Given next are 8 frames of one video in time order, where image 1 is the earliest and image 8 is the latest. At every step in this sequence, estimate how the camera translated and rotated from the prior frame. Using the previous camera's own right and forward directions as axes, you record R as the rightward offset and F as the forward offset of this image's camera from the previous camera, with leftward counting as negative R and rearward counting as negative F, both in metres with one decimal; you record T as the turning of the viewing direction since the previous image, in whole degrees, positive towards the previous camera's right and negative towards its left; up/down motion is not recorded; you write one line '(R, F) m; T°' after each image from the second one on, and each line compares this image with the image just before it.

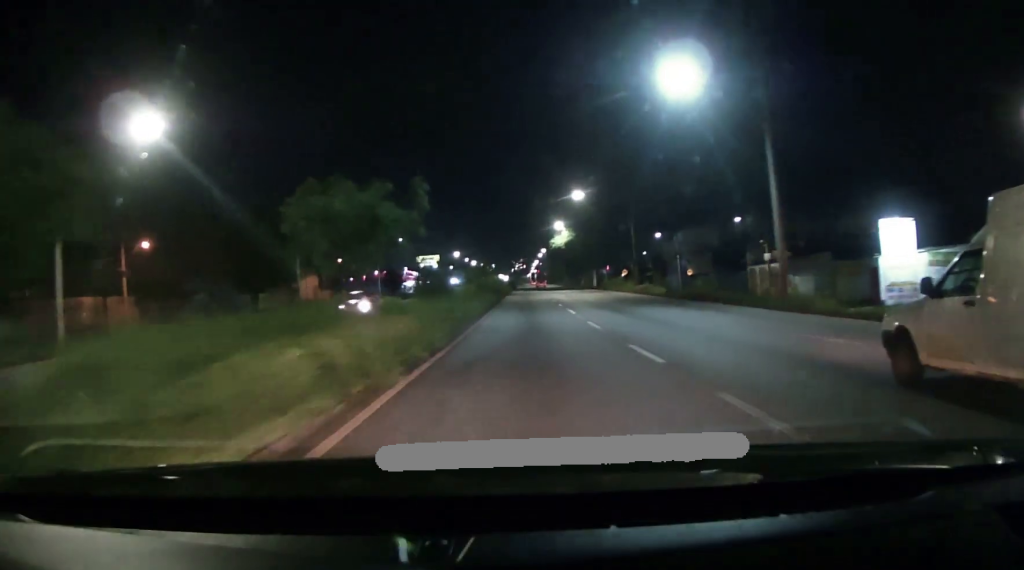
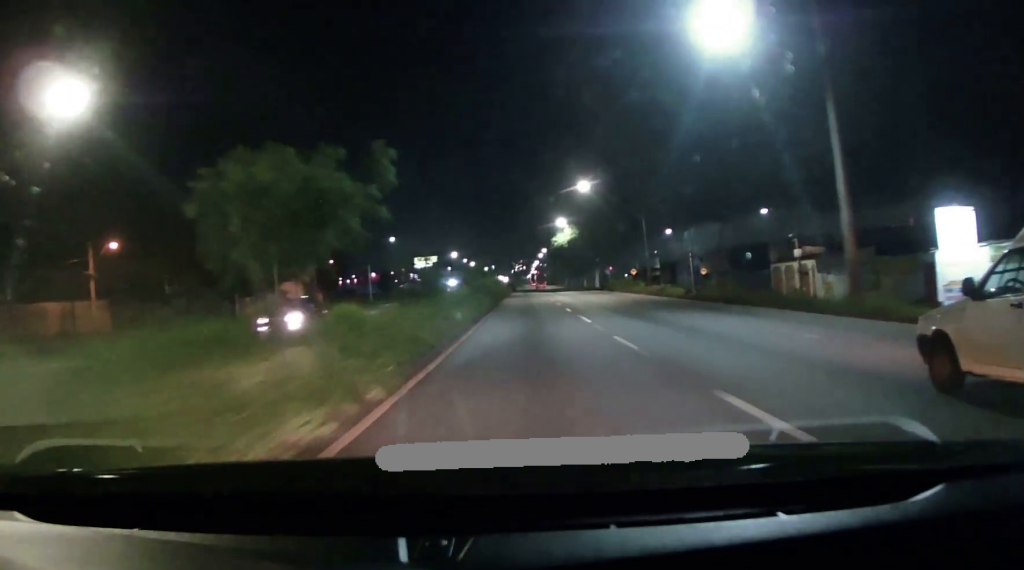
(-0.2, +6.0) m; -1°
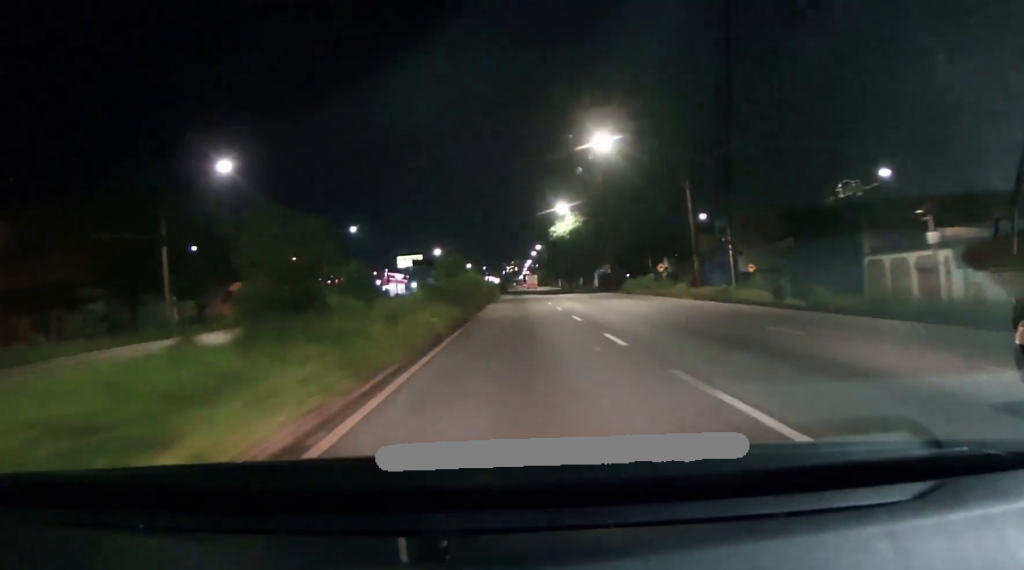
(-0.4, +17.2) m; 0°
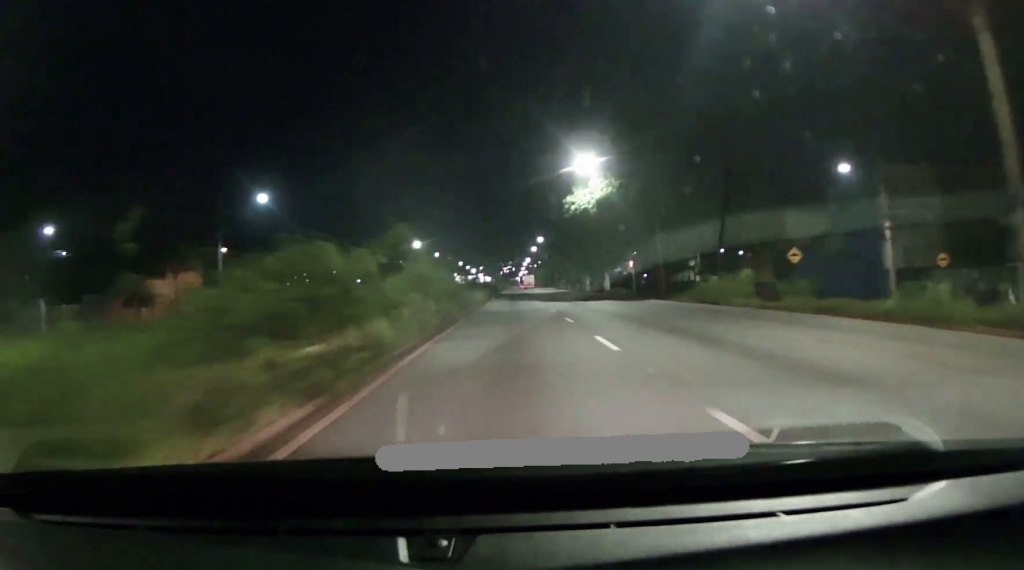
(+0.5, +27.0) m; 0°
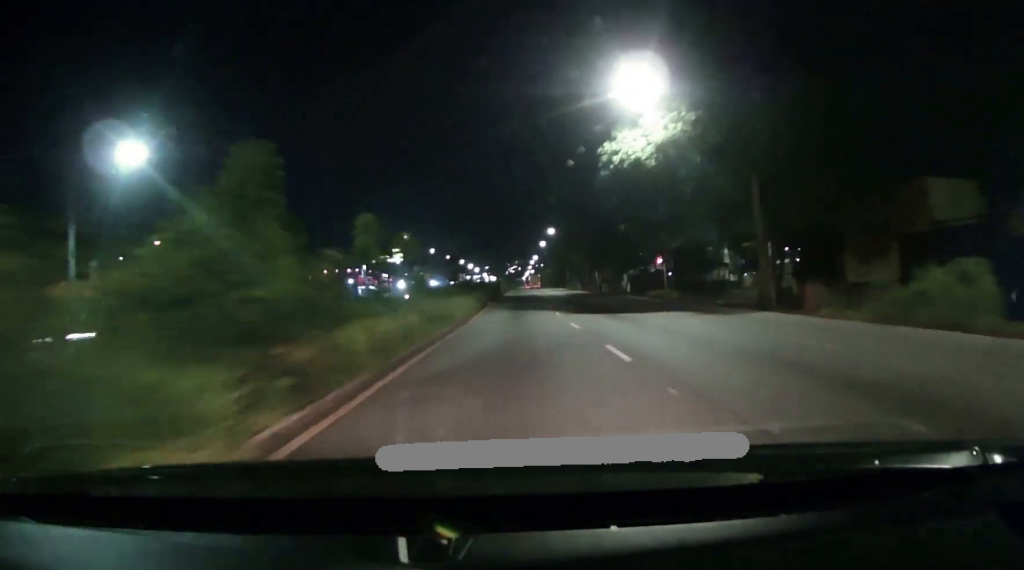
(-0.3, +18.6) m; 0°
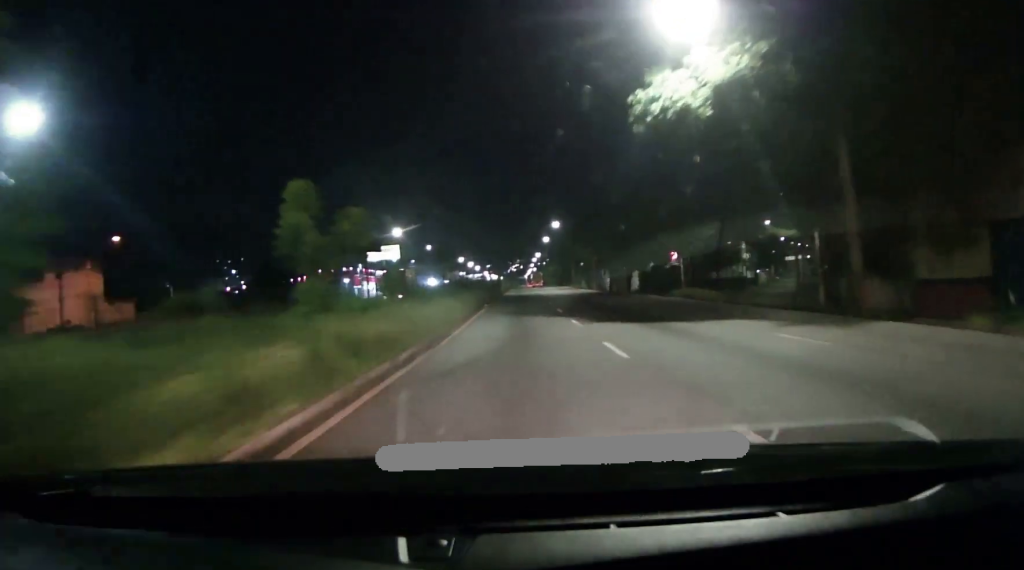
(0.0, +8.1) m; +1°
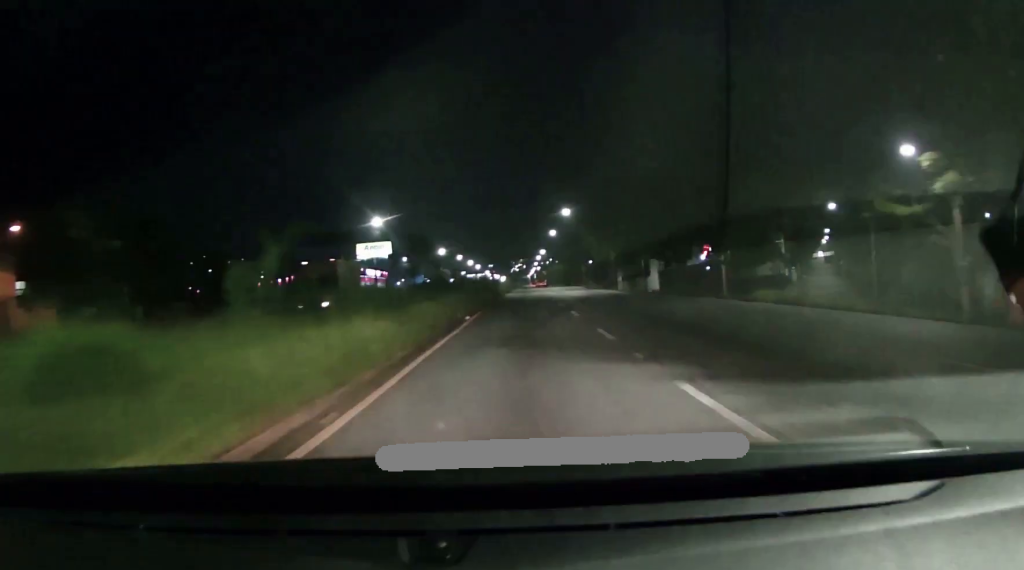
(+0.3, +15.0) m; 0°
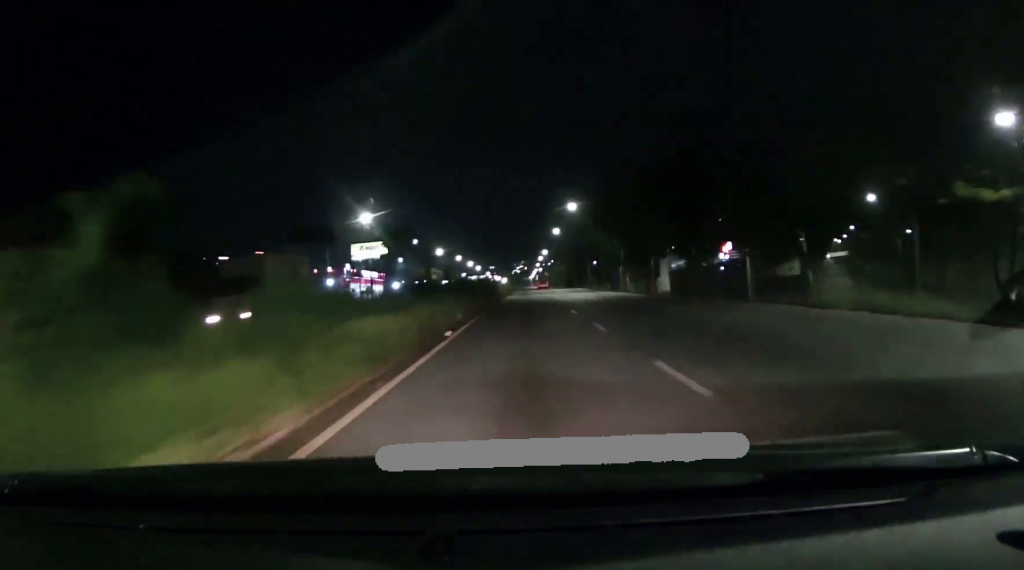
(-0.2, +6.8) m; -1°
